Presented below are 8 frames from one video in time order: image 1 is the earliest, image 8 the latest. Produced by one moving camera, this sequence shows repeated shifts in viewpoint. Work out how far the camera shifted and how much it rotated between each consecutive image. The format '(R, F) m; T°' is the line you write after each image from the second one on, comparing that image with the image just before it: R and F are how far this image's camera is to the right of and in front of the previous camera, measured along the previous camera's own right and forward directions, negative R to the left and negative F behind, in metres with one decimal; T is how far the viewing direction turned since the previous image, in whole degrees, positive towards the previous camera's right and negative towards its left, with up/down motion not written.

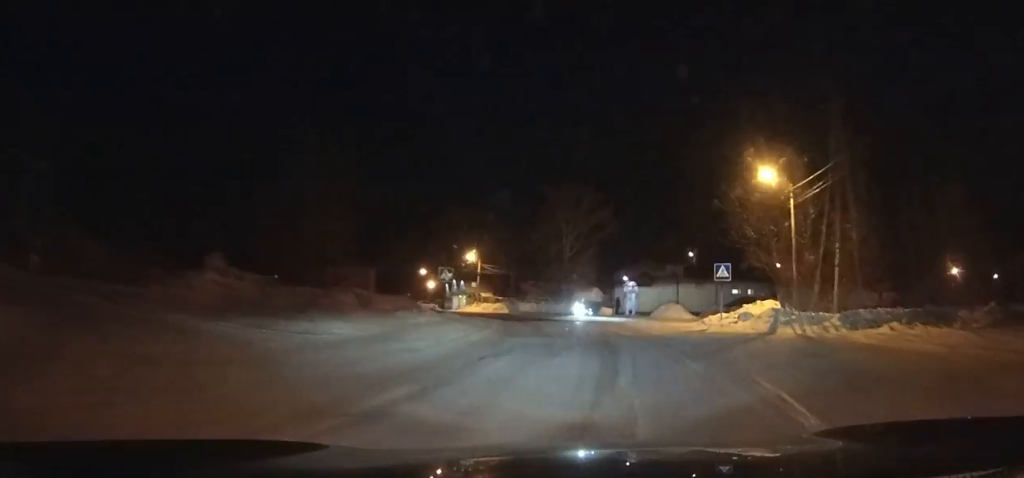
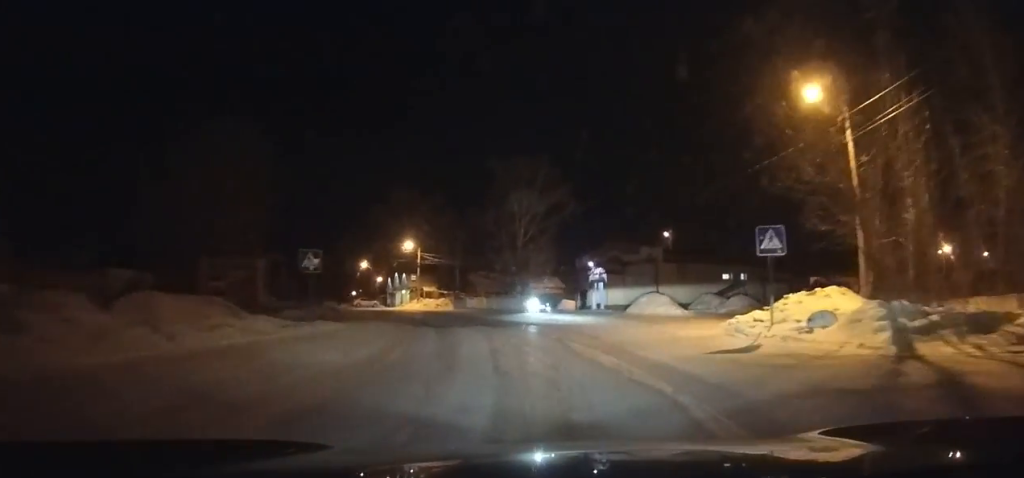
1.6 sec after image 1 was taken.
(+1.2, +12.9) m; +3°
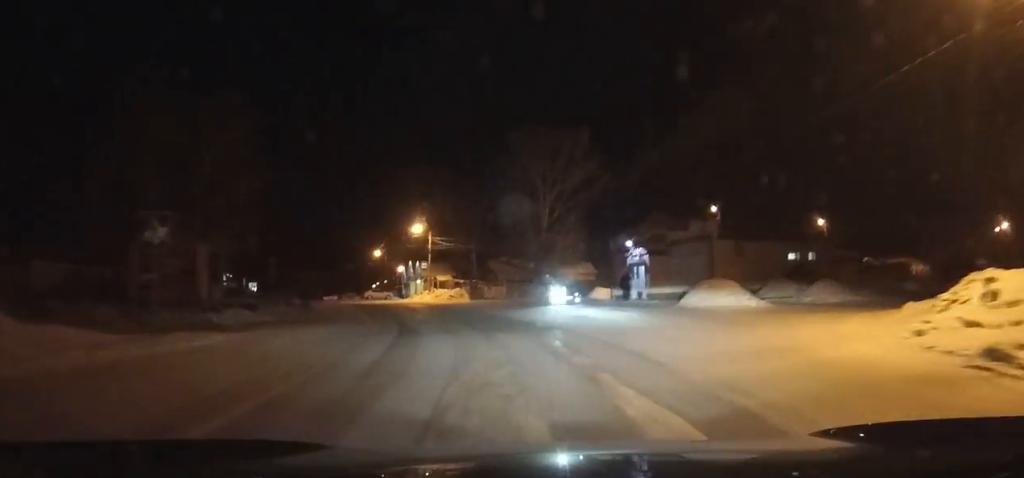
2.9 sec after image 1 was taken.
(-0.3, +10.1) m; -3°
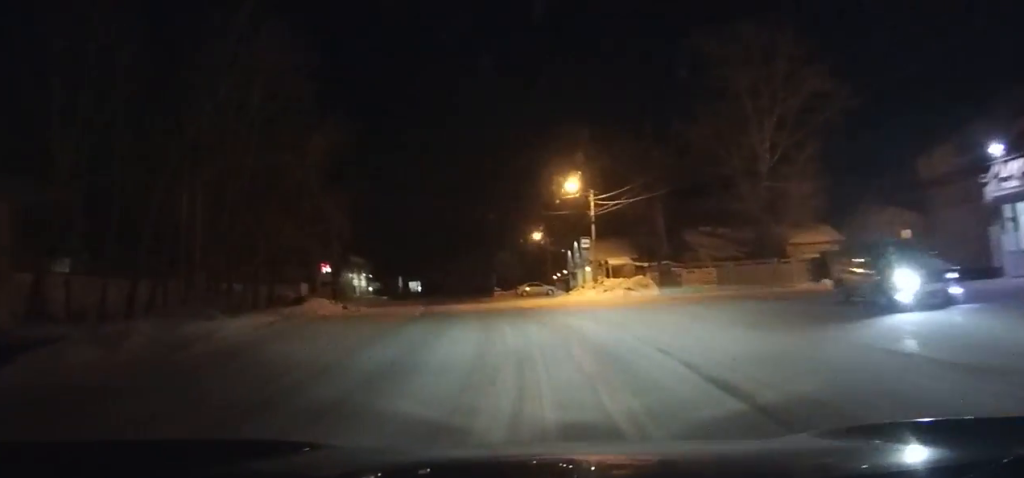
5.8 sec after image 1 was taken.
(-1.4, +22.5) m; -8°
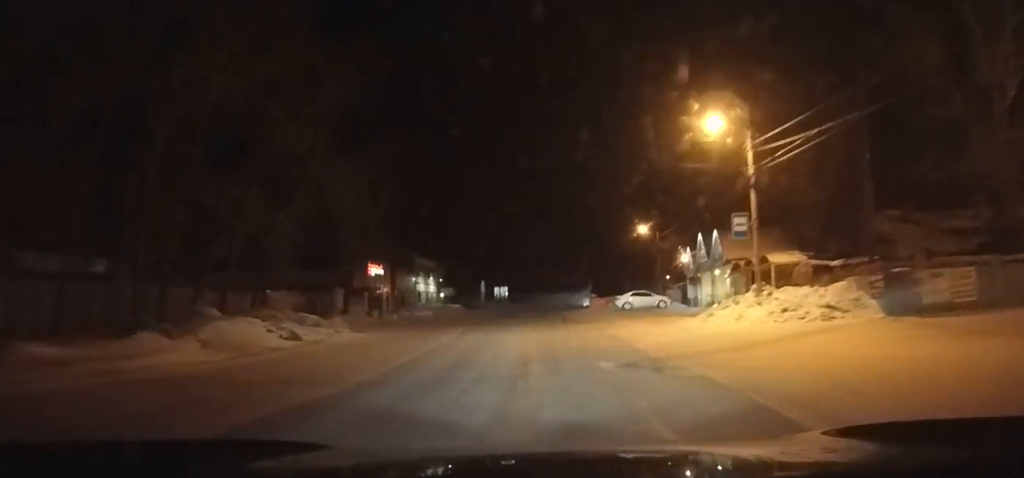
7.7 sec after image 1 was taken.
(-0.7, +15.2) m; -6°
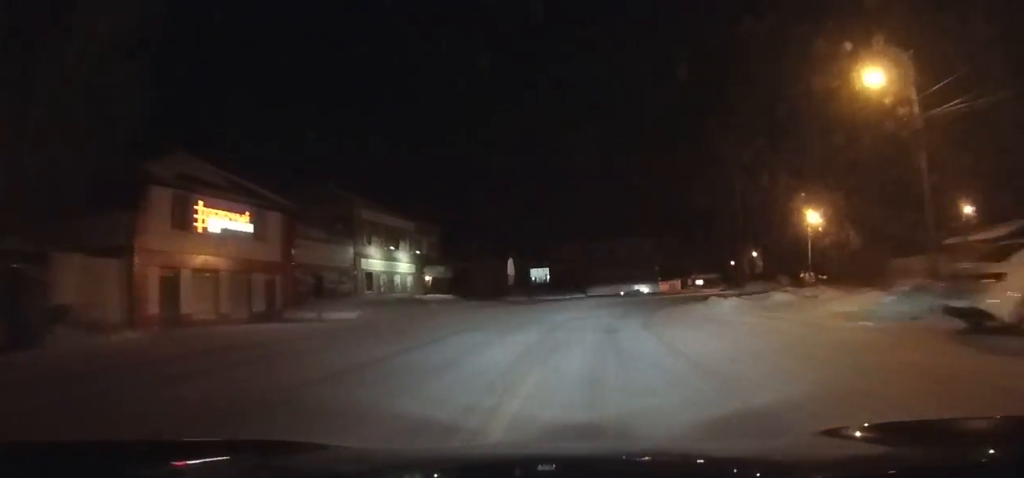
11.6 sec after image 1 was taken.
(-1.7, +32.9) m; 0°
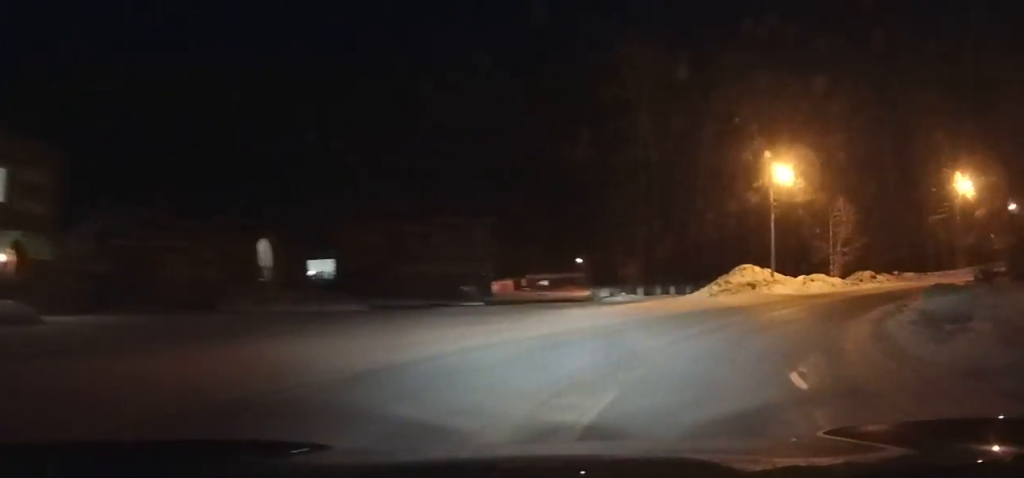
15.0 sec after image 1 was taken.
(+2.5, +29.0) m; +21°
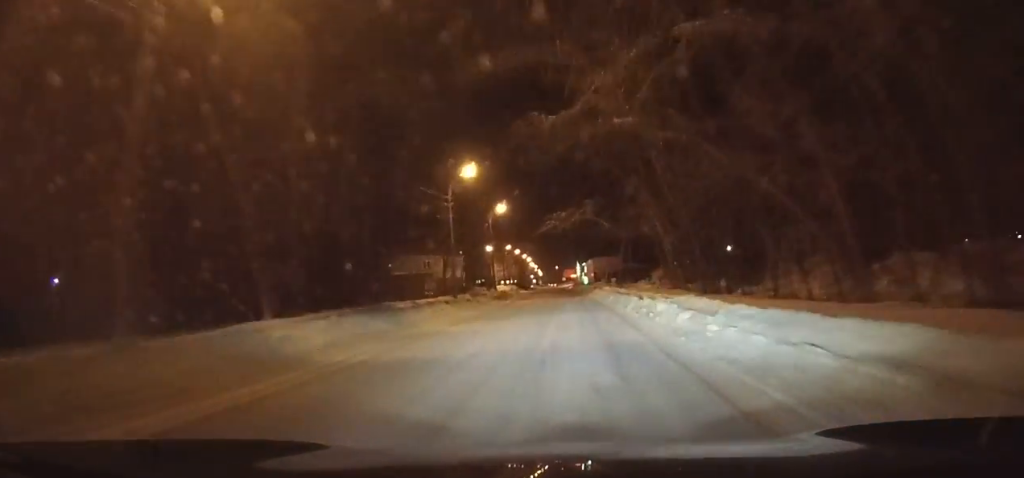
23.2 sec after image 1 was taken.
(+43.2, +67.2) m; +41°
